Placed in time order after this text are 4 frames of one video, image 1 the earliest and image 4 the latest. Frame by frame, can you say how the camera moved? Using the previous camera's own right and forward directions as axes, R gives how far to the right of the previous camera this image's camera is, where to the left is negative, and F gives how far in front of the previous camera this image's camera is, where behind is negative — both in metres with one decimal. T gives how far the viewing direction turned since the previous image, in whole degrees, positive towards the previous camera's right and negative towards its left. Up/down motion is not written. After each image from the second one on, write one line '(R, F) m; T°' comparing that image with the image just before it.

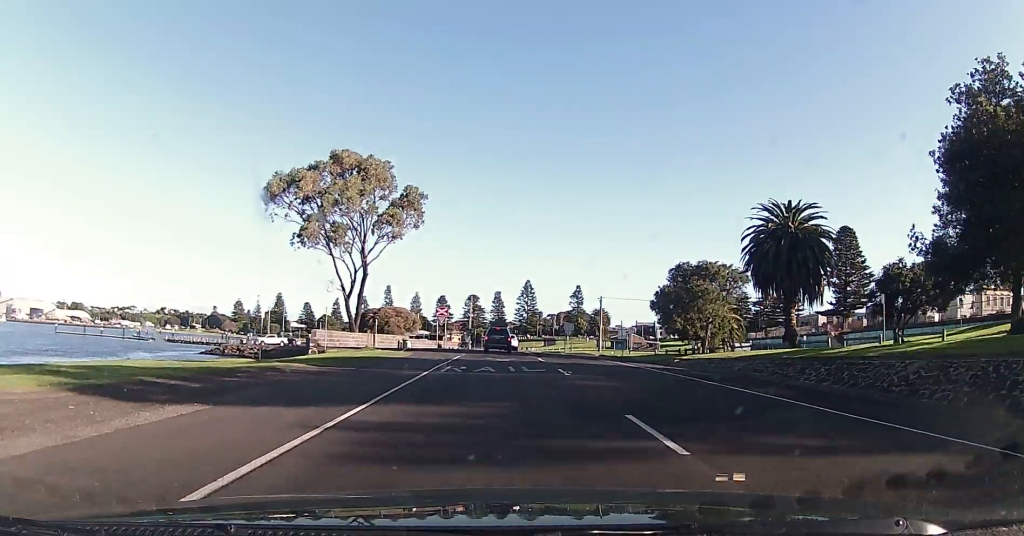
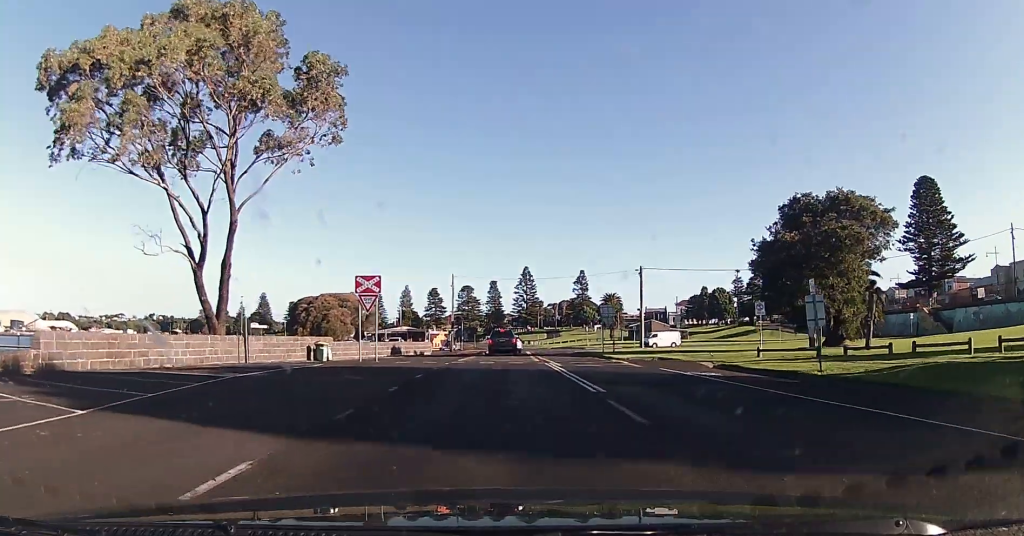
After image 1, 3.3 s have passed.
(+1.4, +33.5) m; +3°
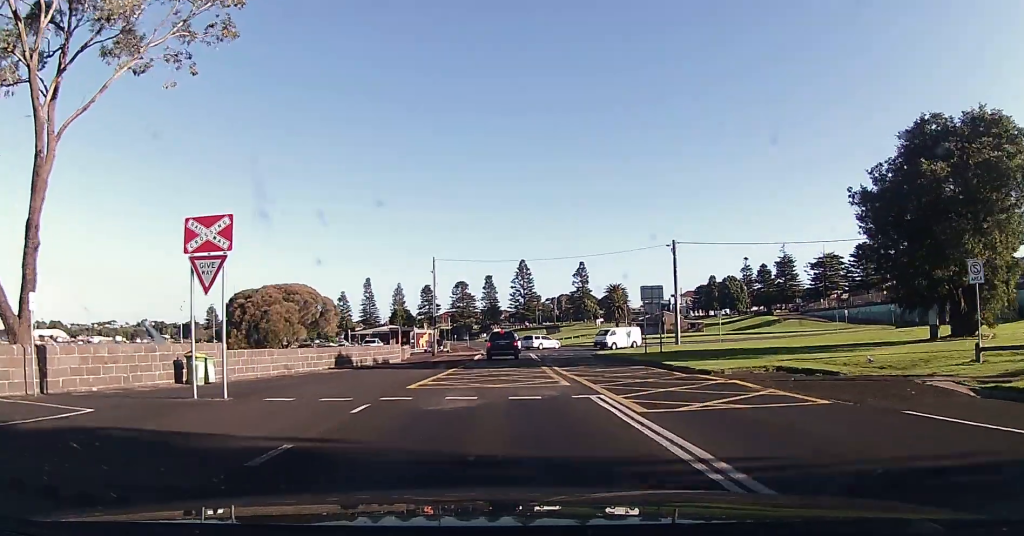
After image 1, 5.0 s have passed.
(-1.0, +16.3) m; -3°
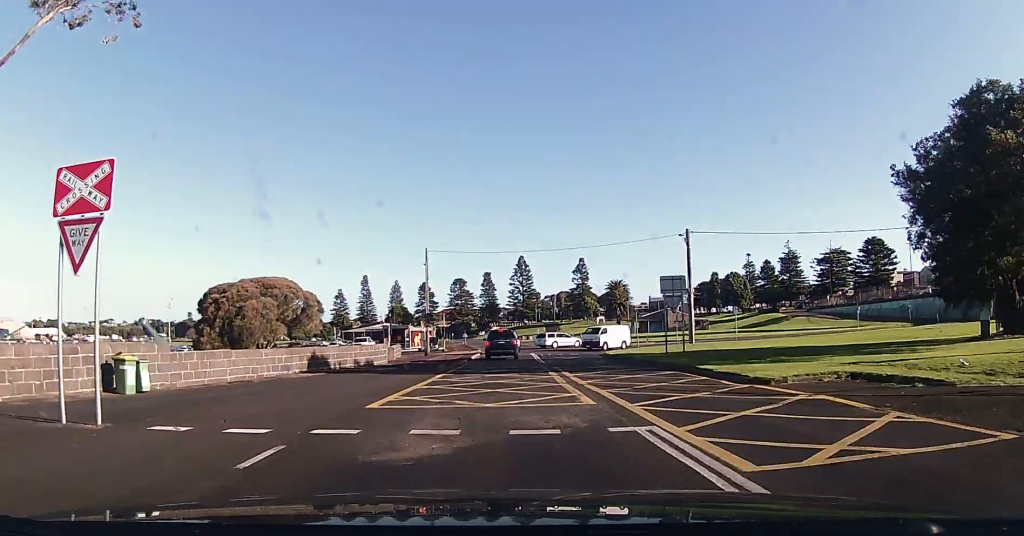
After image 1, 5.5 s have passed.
(+0.2, +4.7) m; 0°
